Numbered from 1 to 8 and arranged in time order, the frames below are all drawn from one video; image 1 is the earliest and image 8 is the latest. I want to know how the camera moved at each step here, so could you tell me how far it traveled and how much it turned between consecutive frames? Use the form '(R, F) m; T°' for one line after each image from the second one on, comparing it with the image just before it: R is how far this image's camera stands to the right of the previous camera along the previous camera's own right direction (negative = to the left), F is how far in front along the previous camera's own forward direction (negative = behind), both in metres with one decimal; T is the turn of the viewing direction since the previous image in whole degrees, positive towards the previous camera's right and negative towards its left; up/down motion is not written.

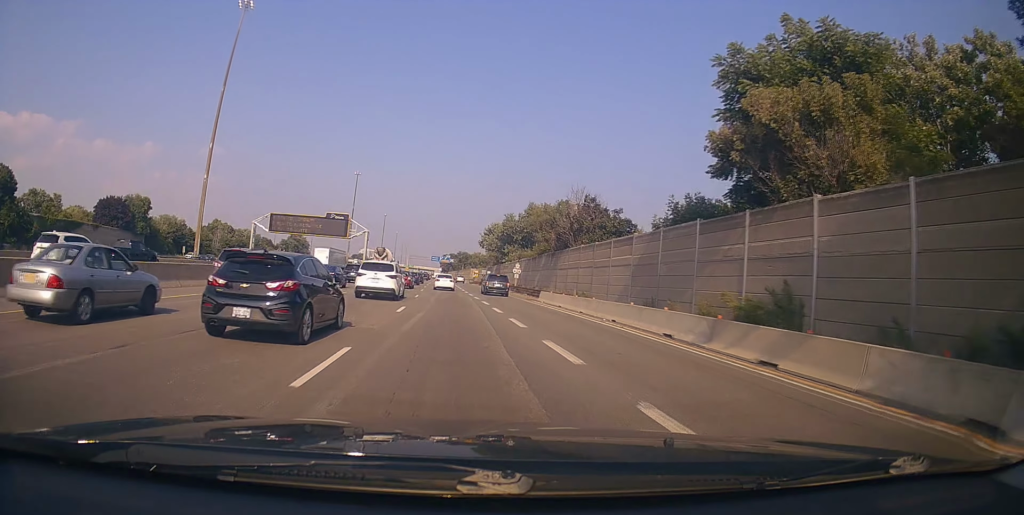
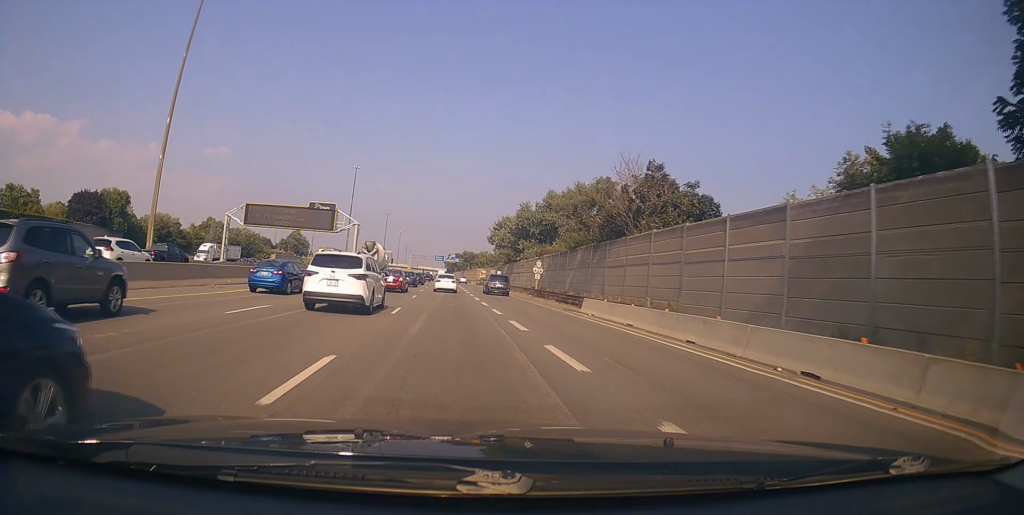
(-0.1, +13.6) m; -1°
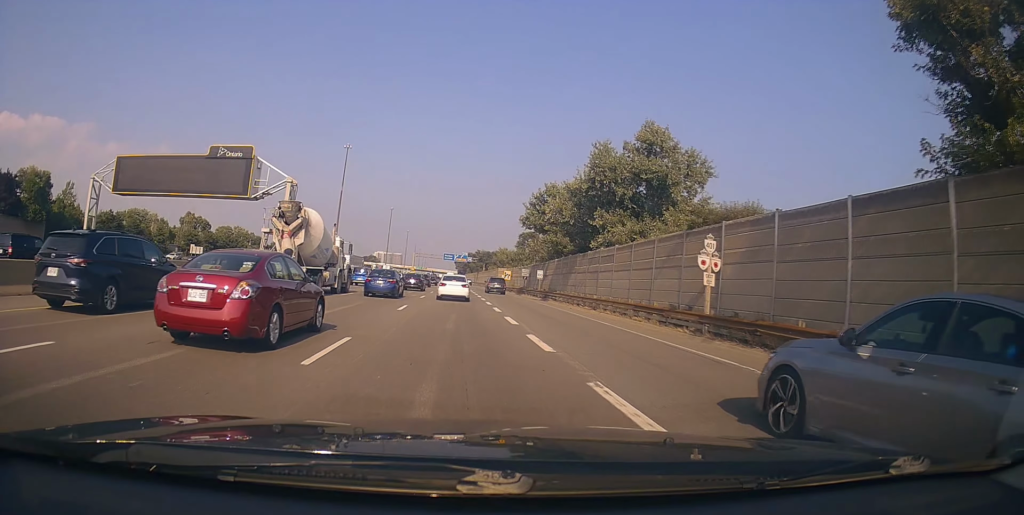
(-0.1, +37.5) m; 0°
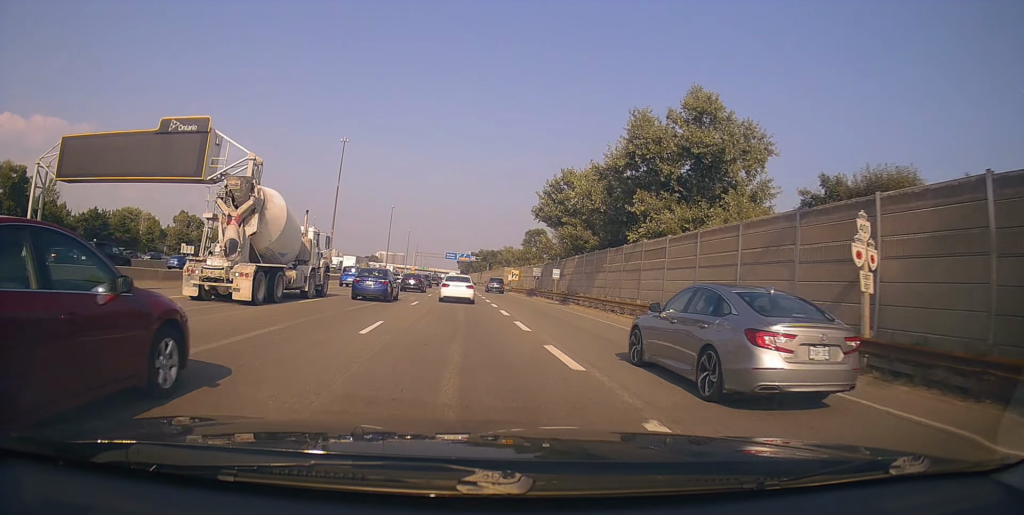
(0.0, +8.7) m; -2°
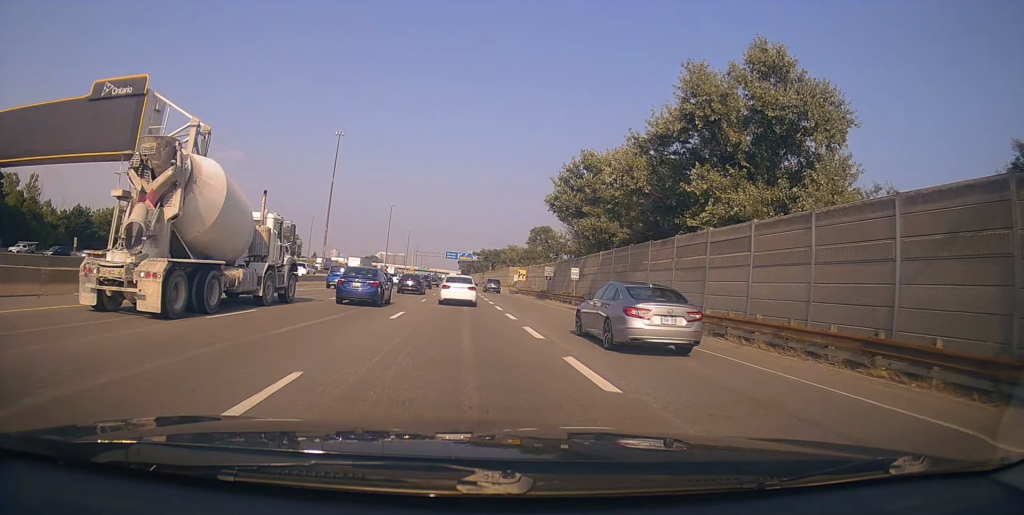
(0.0, +8.3) m; -1°
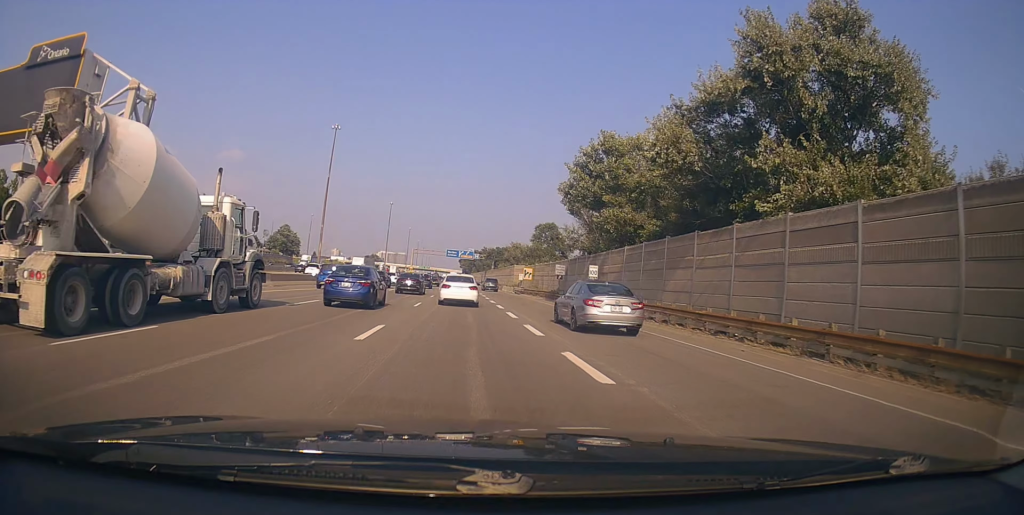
(-0.4, +6.0) m; 0°
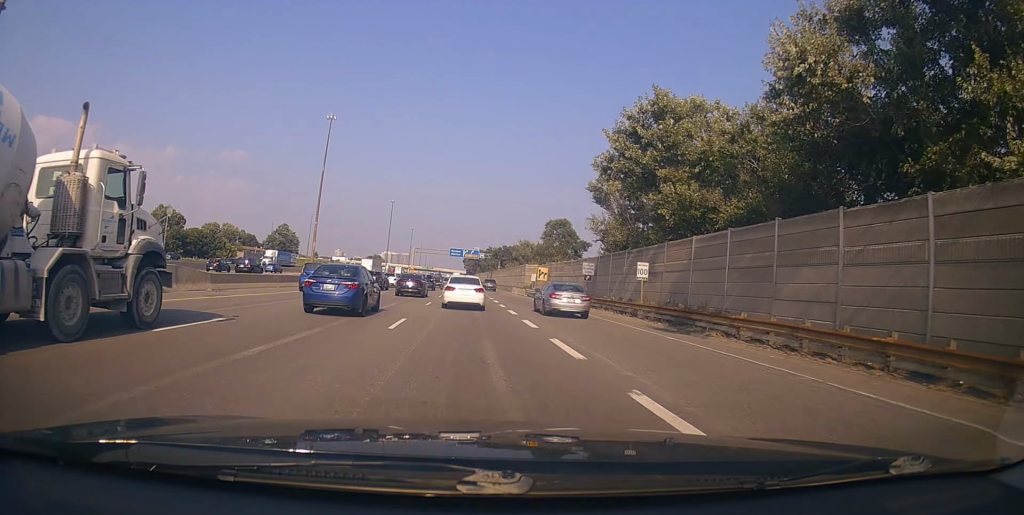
(+0.3, +10.2) m; 0°
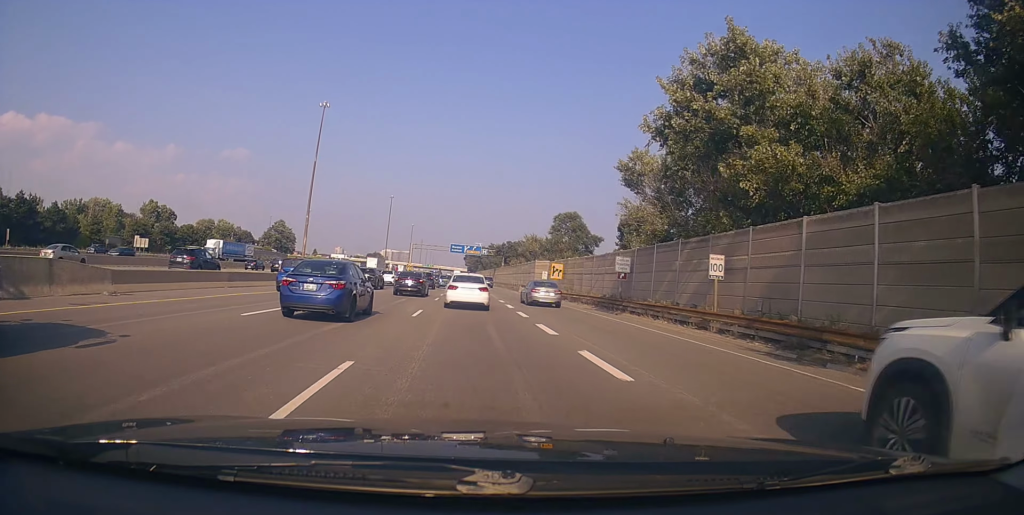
(-0.1, +8.9) m; -1°
